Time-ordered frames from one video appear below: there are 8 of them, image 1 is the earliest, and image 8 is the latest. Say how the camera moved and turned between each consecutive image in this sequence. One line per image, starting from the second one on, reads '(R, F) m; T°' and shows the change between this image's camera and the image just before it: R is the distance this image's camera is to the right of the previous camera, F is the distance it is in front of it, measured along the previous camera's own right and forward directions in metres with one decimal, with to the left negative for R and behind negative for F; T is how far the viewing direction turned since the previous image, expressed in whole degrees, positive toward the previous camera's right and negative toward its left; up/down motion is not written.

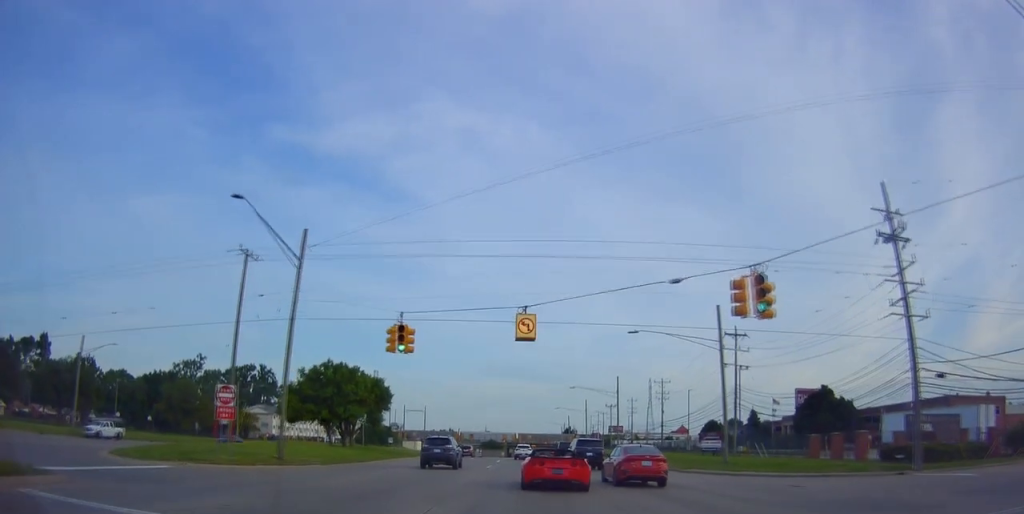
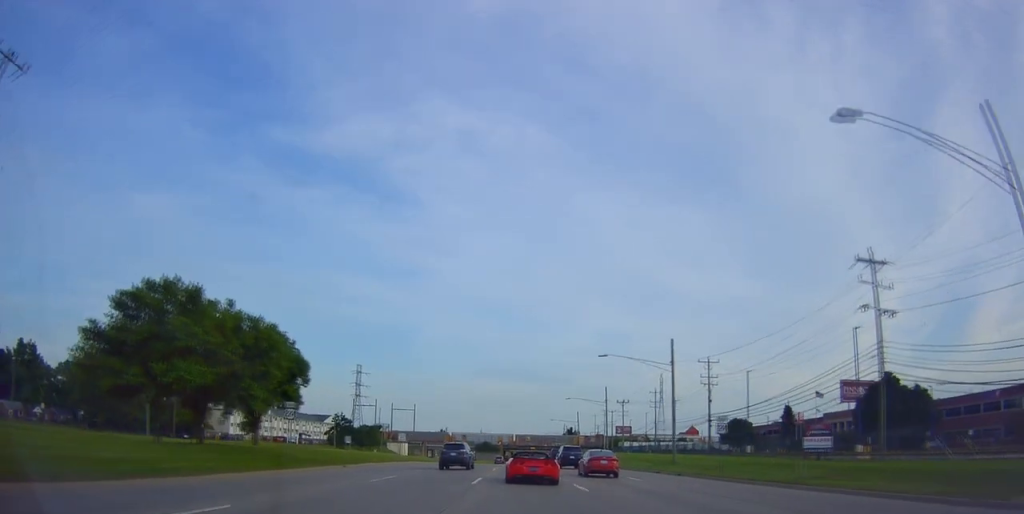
(+0.2, +24.7) m; +2°
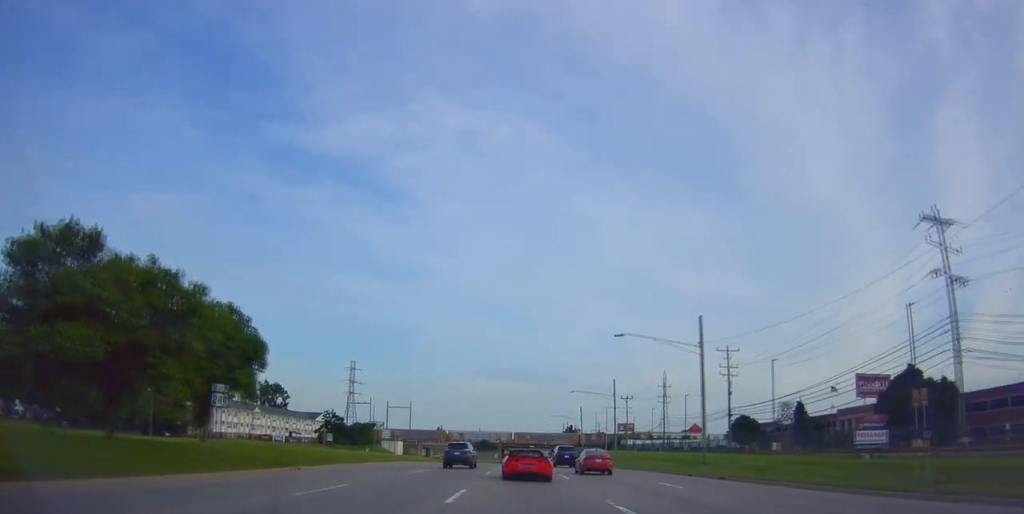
(+0.3, +7.7) m; +1°
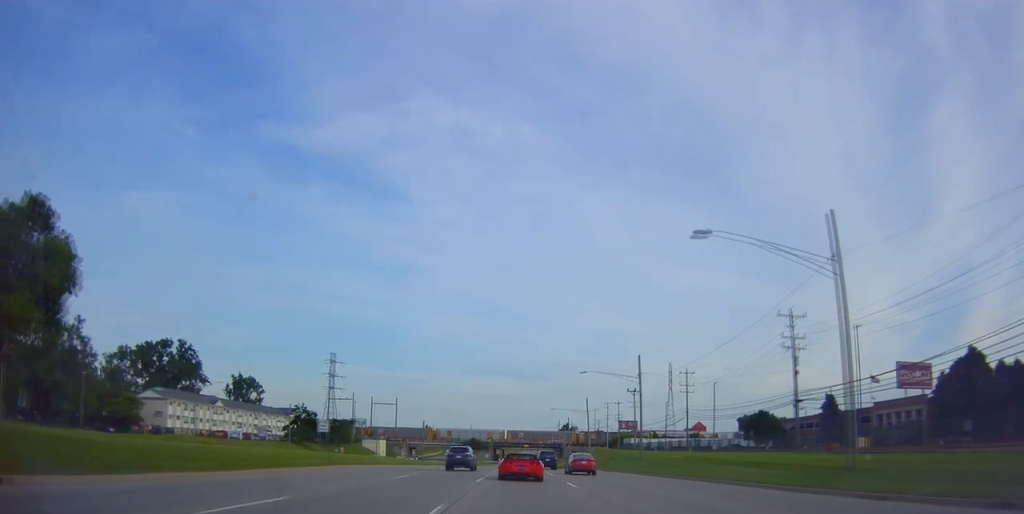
(+0.1, +18.6) m; -2°
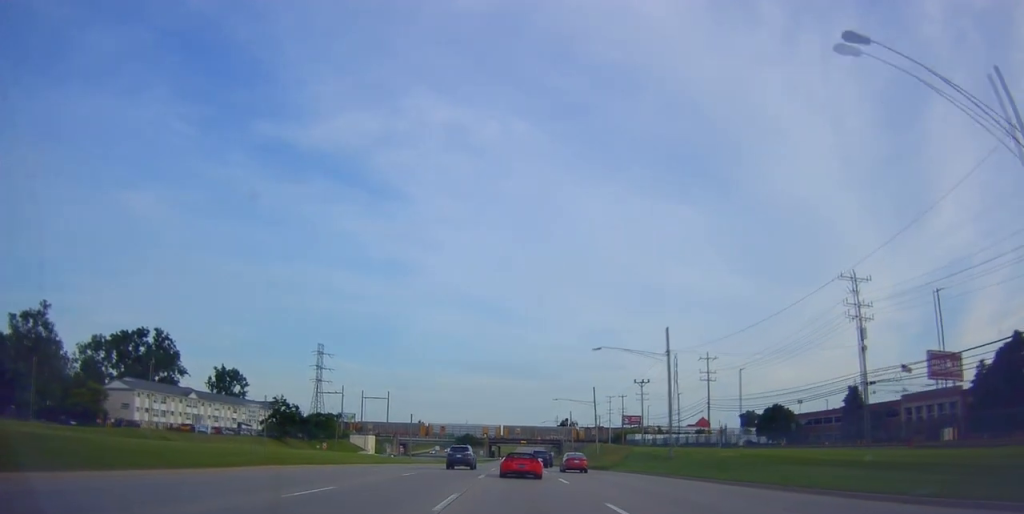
(-0.3, +11.9) m; -1°
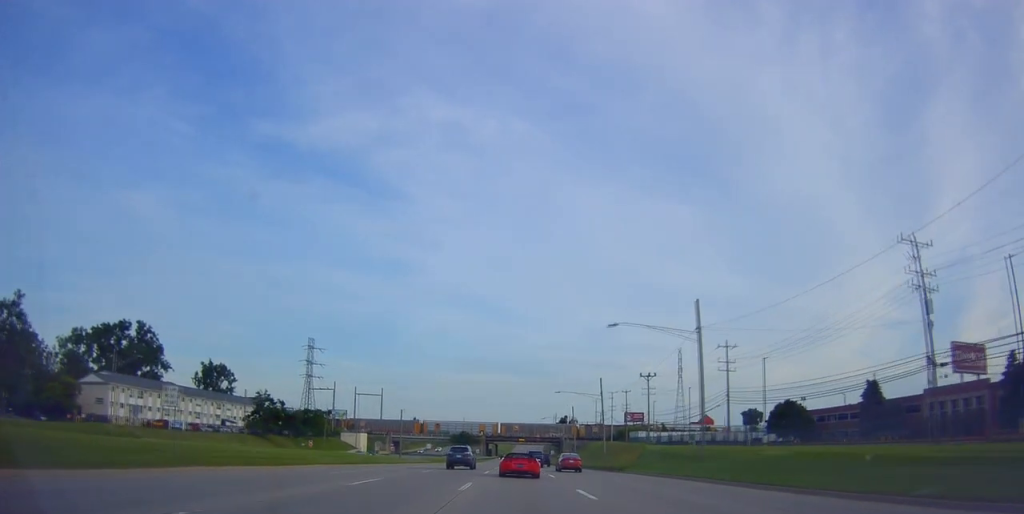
(0.0, +8.6) m; +1°
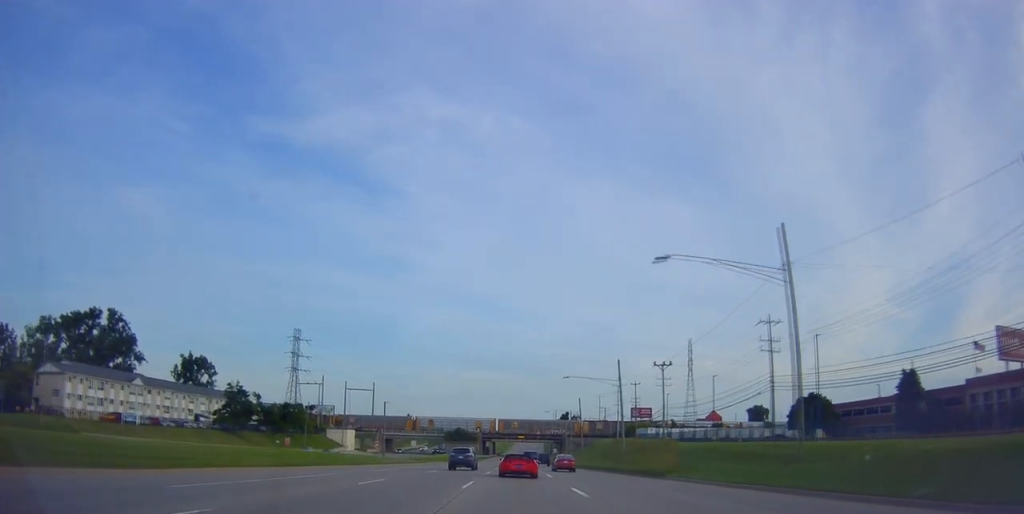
(+0.2, +13.8) m; +2°
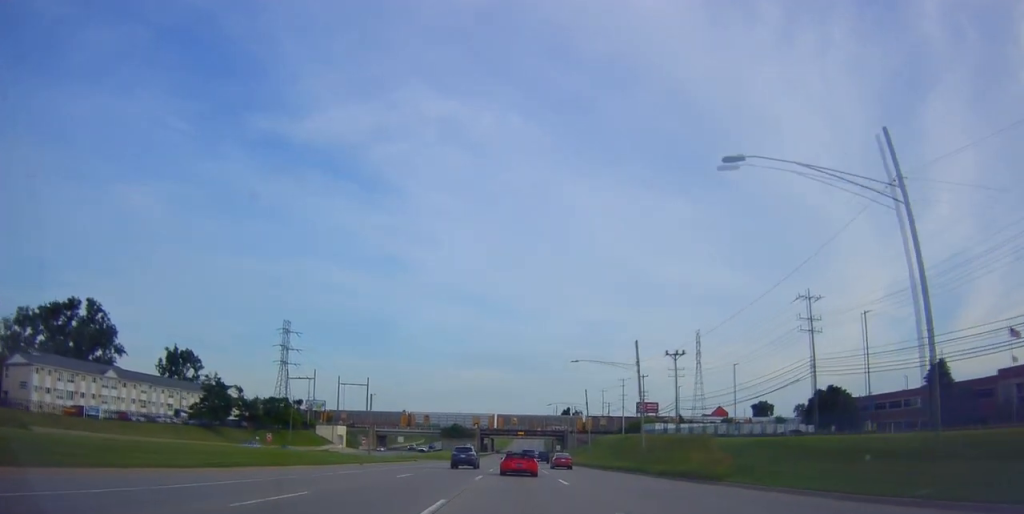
(+0.4, +9.4) m; +1°
